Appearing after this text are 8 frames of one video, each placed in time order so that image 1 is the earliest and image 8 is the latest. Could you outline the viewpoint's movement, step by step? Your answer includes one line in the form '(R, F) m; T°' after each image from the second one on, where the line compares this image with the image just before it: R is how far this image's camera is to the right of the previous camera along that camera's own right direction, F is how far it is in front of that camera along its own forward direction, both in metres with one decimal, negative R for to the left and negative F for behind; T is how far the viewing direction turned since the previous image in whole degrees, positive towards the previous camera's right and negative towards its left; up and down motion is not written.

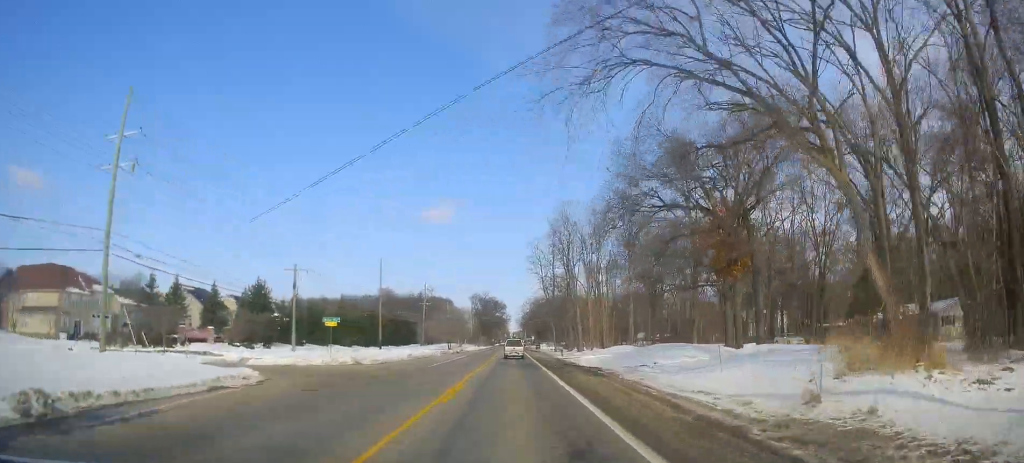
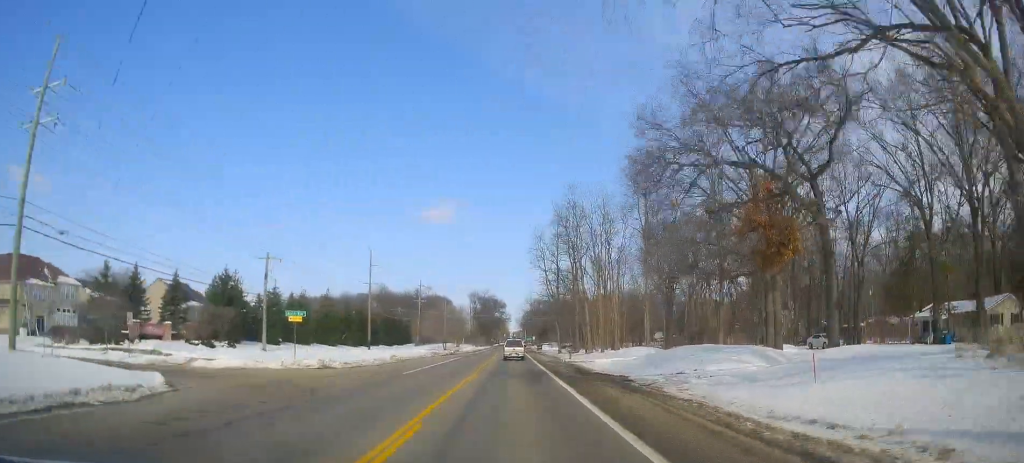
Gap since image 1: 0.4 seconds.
(-0.3, +7.8) m; 0°
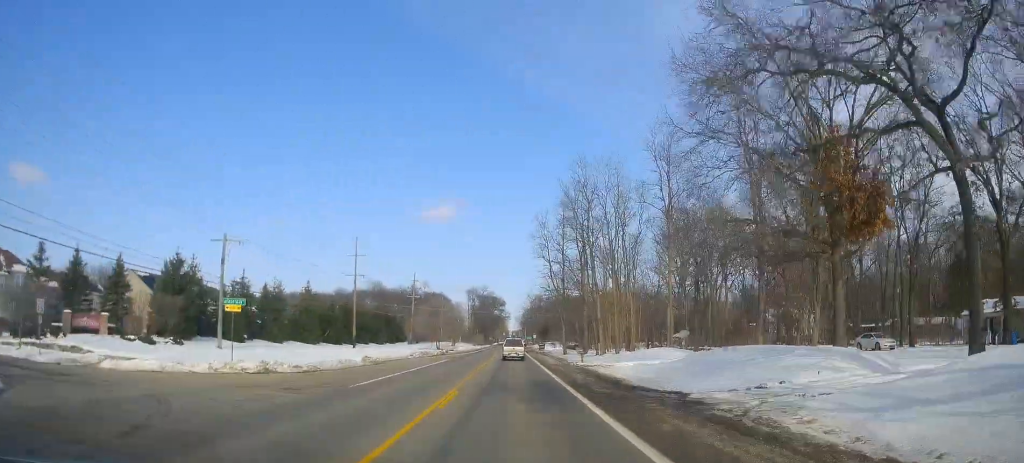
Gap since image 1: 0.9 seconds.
(-0.2, +9.2) m; 0°
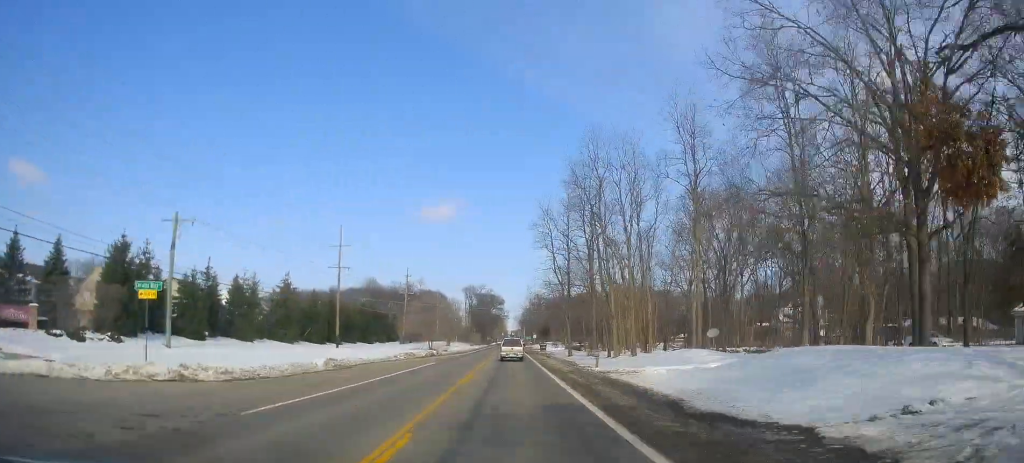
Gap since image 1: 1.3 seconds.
(+0.1, +7.8) m; +1°
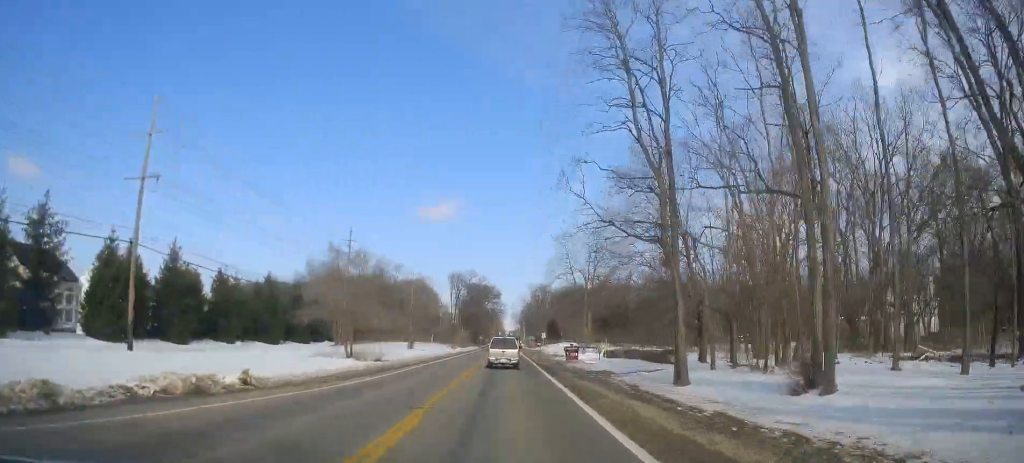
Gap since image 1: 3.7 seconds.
(+0.3, +46.3) m; -2°
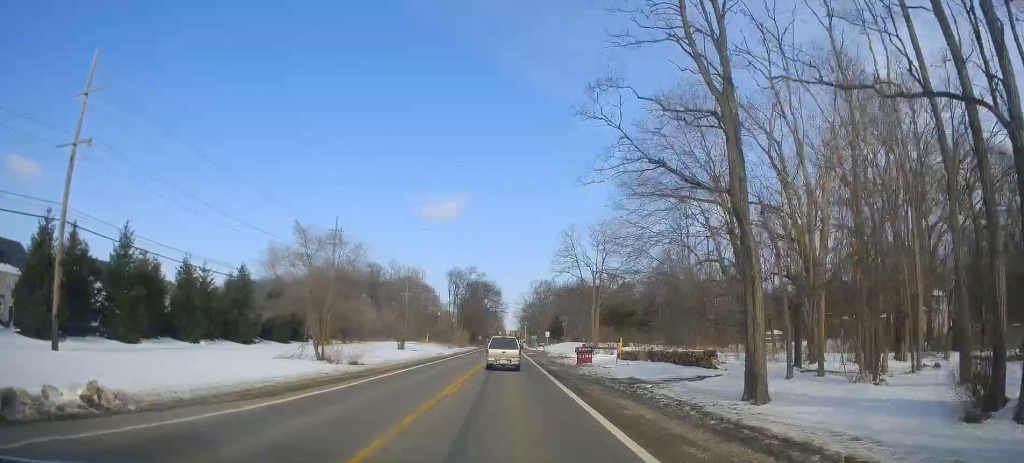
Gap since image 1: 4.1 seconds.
(-0.1, +7.5) m; 0°
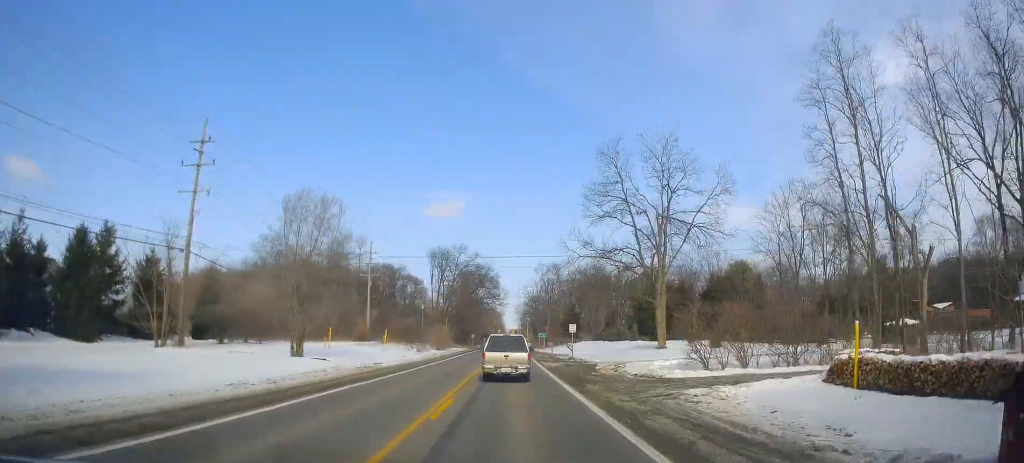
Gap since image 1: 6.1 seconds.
(+1.4, +37.1) m; +3°
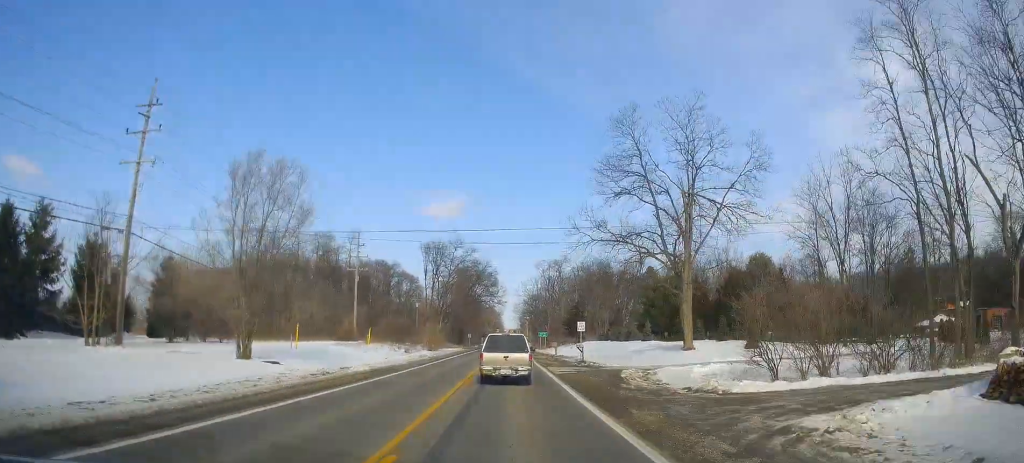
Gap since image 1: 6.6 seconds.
(-0.2, +8.0) m; 0°
